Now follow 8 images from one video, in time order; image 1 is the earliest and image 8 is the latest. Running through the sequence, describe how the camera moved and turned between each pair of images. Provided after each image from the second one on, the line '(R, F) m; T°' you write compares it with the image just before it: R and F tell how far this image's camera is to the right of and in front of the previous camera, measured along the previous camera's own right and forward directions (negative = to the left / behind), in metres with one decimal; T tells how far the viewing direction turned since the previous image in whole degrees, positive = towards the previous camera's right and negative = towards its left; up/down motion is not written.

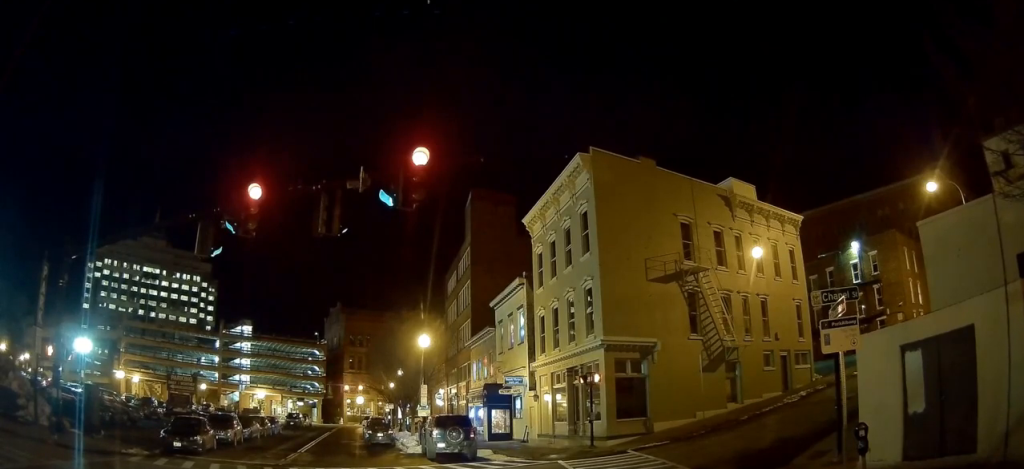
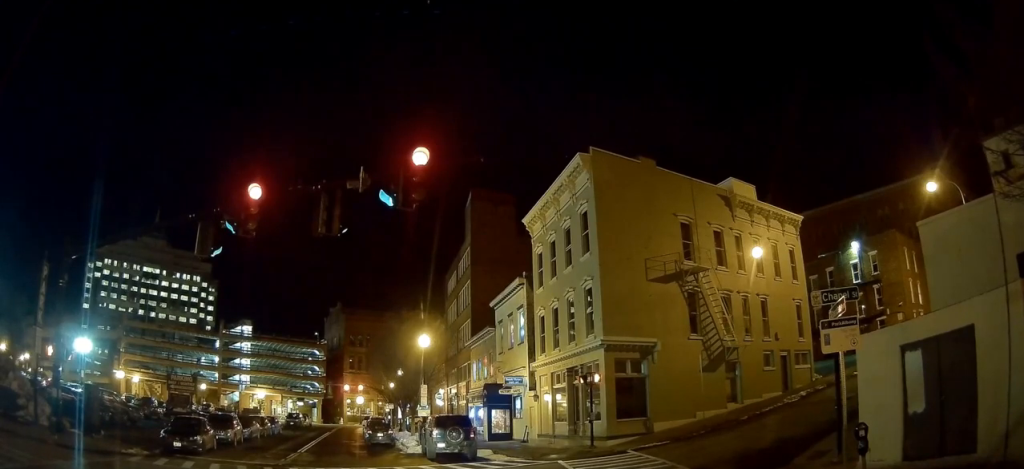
(0.0, 0.0) m; 0°
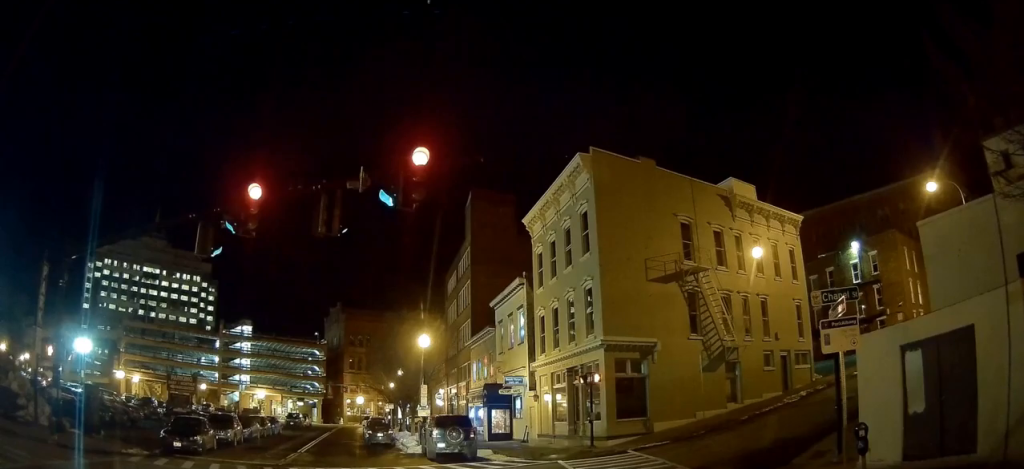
(0.0, 0.0) m; 0°
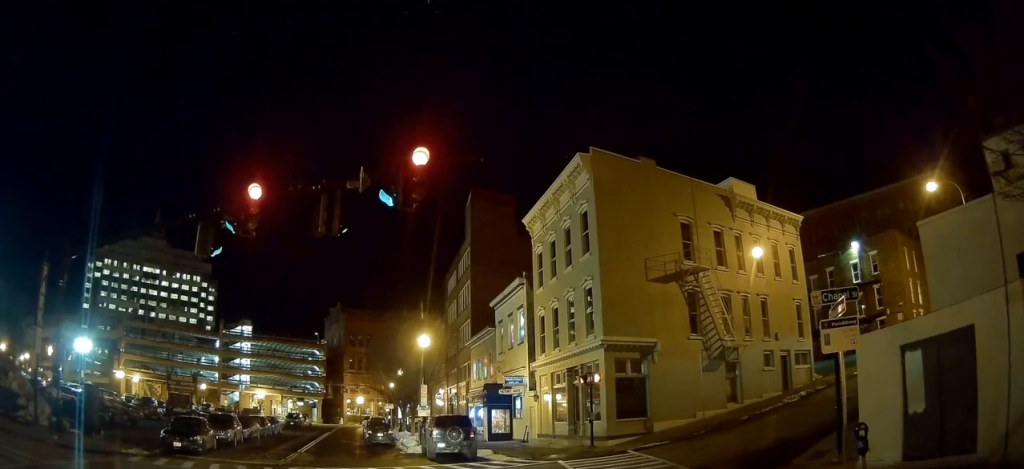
(0.0, 0.0) m; 0°
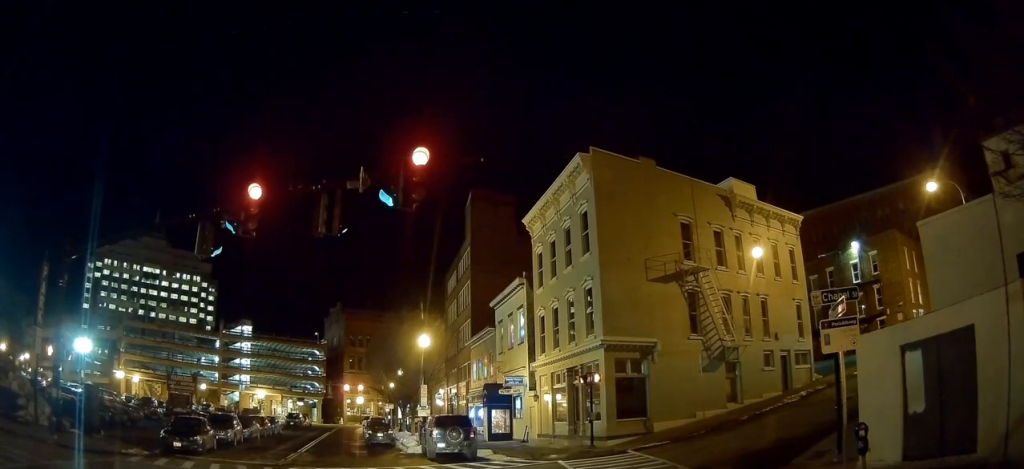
(0.0, 0.0) m; 0°
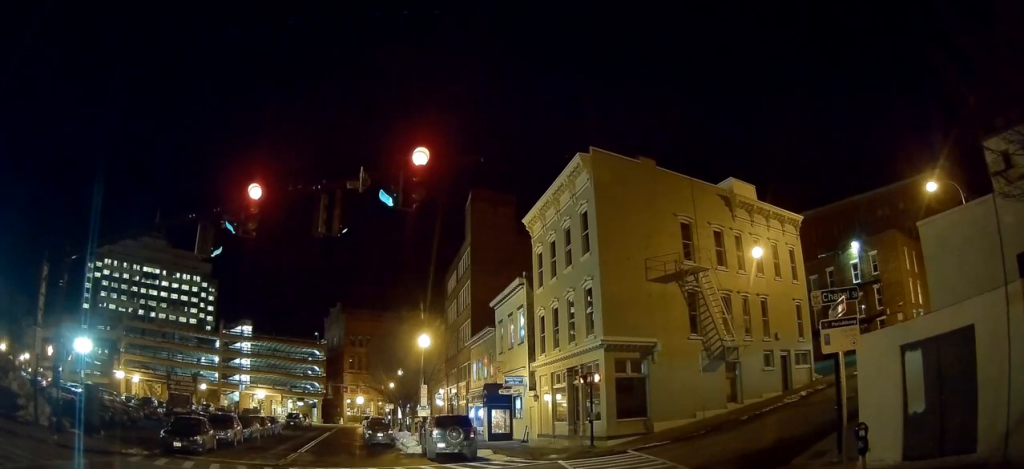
(0.0, 0.0) m; 0°
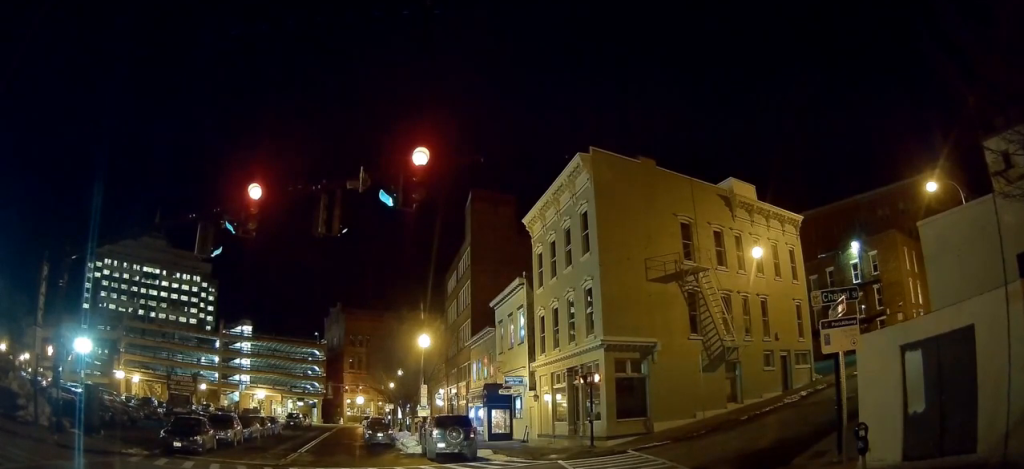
(0.0, 0.0) m; 0°
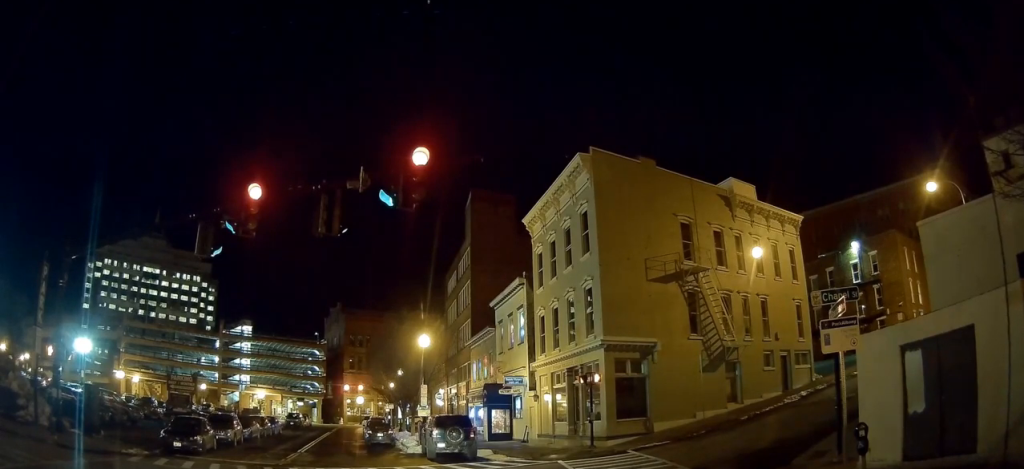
(0.0, 0.0) m; 0°
